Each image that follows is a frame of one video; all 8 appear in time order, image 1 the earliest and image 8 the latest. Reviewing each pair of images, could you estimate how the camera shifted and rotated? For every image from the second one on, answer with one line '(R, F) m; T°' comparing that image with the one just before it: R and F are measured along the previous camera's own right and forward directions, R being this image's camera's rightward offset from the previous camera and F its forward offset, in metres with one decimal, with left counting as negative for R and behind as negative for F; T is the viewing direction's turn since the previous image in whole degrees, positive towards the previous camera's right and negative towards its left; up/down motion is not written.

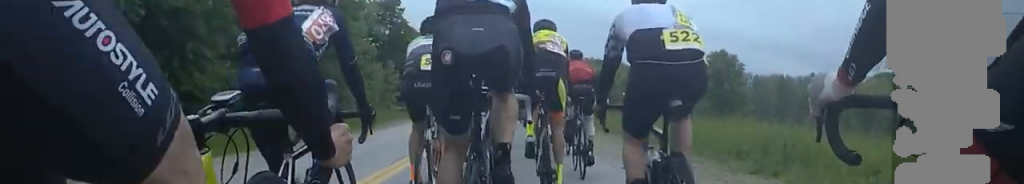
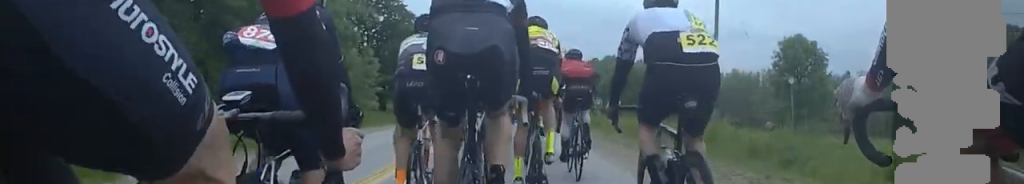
(-0.2, +15.2) m; 0°
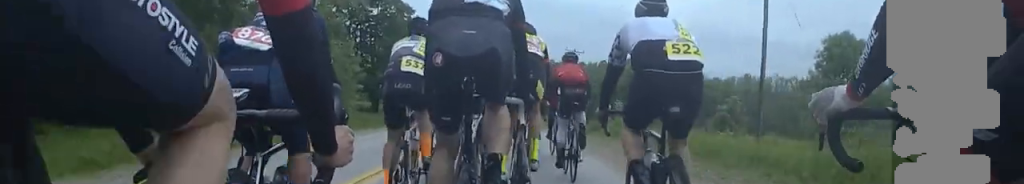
(0.0, +6.8) m; 0°
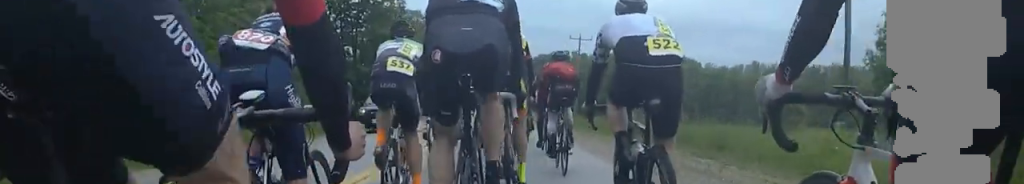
(0.0, +8.1) m; 0°
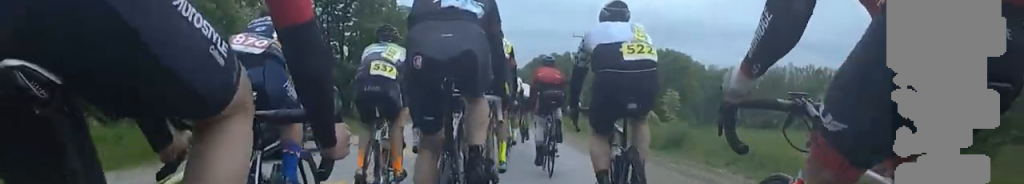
(0.0, +4.9) m; 0°
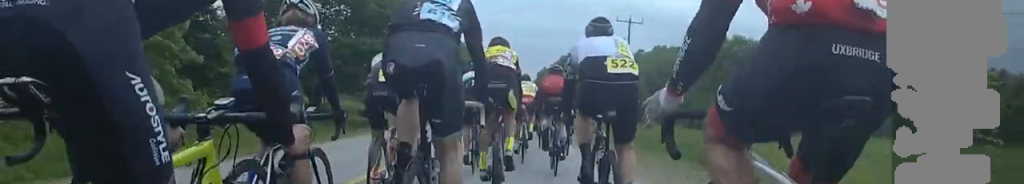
(0.0, +16.0) m; 0°
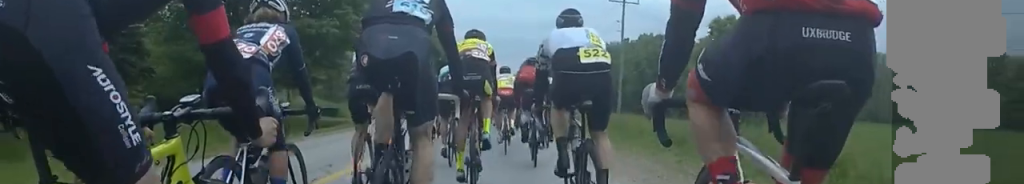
(0.0, +7.1) m; -1°
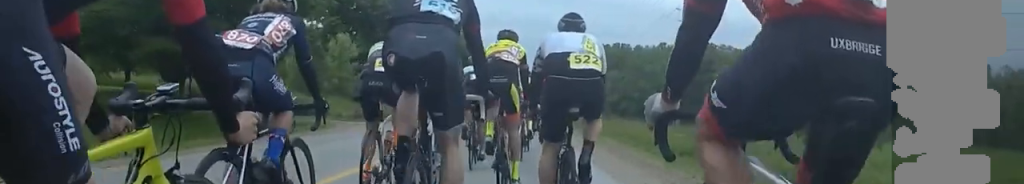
(-0.2, +12.0) m; -1°
